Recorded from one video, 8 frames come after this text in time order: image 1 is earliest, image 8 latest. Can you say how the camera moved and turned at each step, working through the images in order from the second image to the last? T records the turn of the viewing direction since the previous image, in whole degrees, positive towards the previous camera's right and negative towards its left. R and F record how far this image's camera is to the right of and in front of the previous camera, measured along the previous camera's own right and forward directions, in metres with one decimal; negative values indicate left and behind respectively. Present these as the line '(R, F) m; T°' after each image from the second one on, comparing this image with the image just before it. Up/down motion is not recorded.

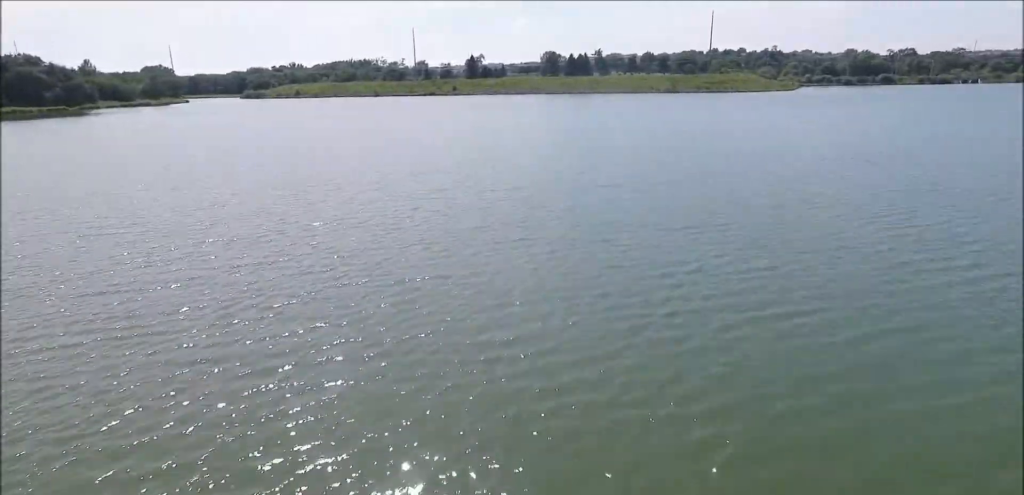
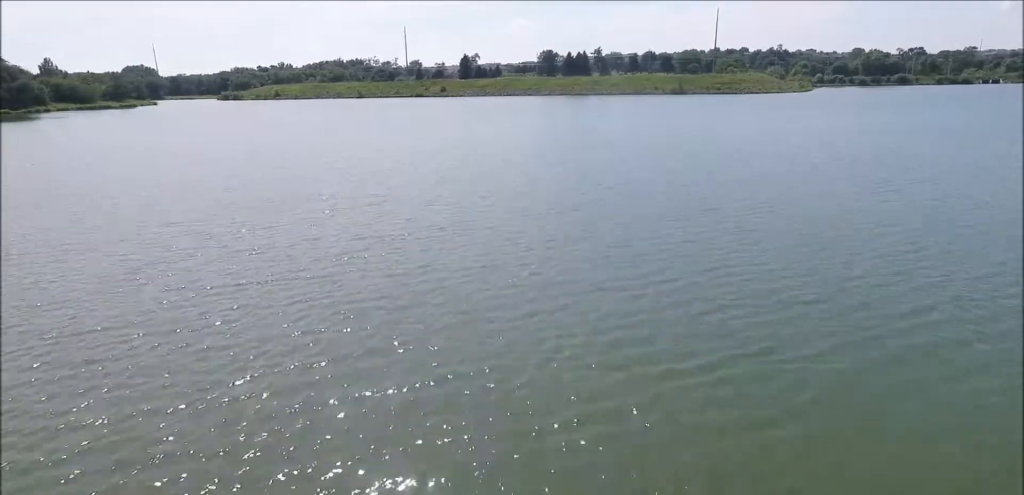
(-0.1, +17.5) m; -1°
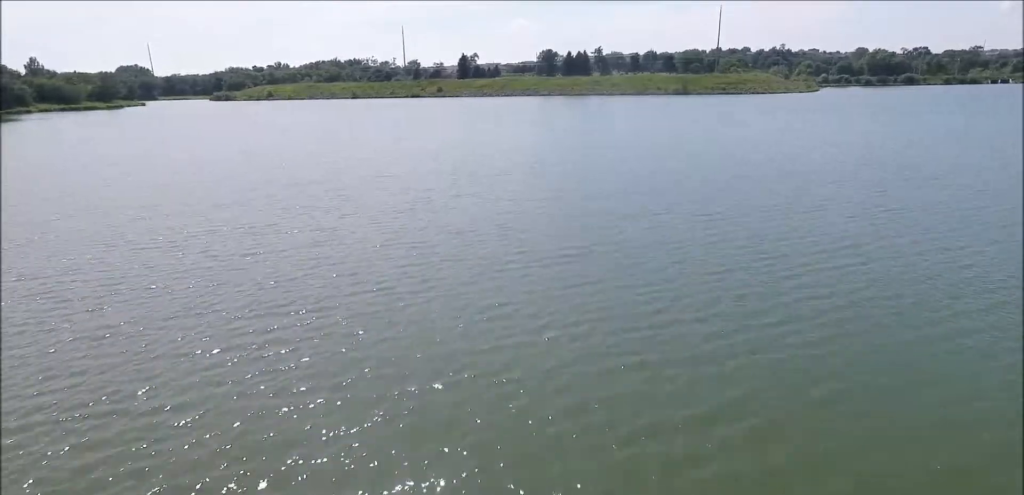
(0.0, +6.8) m; 0°
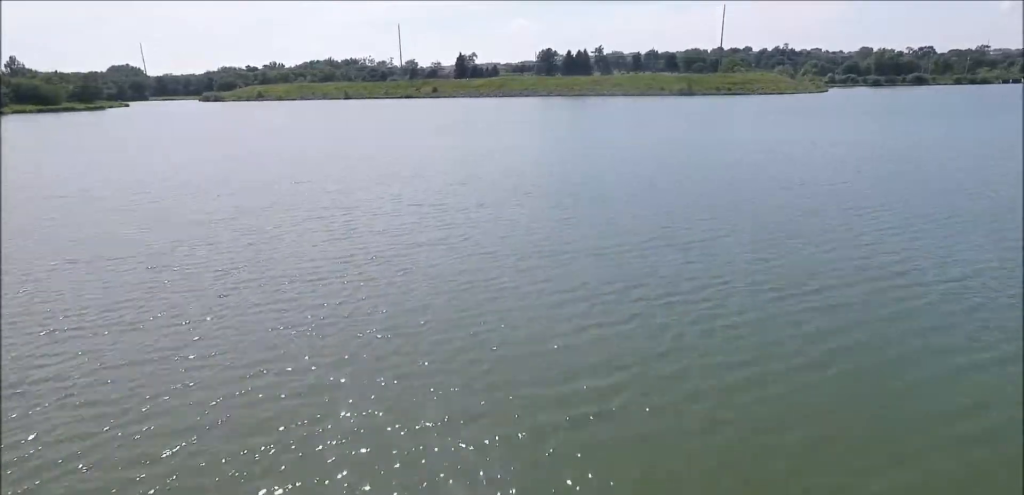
(0.0, +8.5) m; 0°
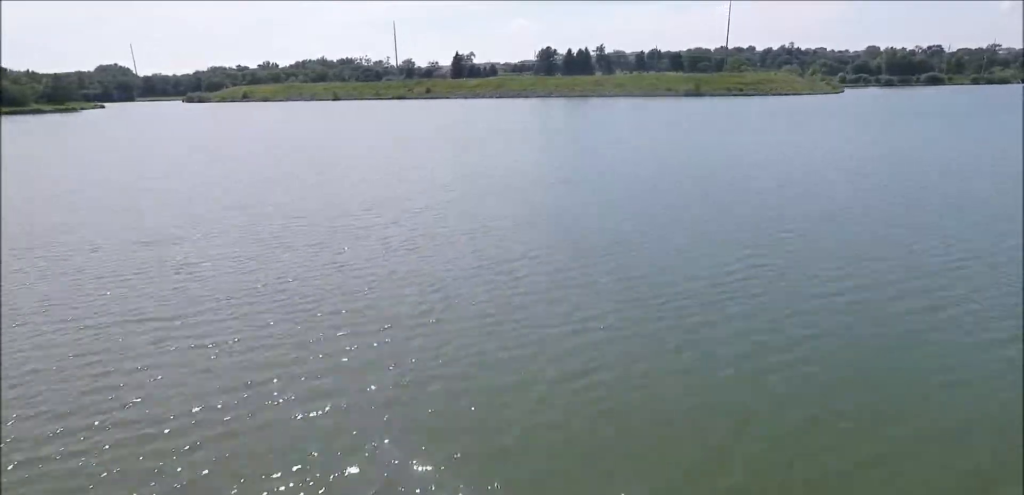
(-0.1, +11.6) m; 0°
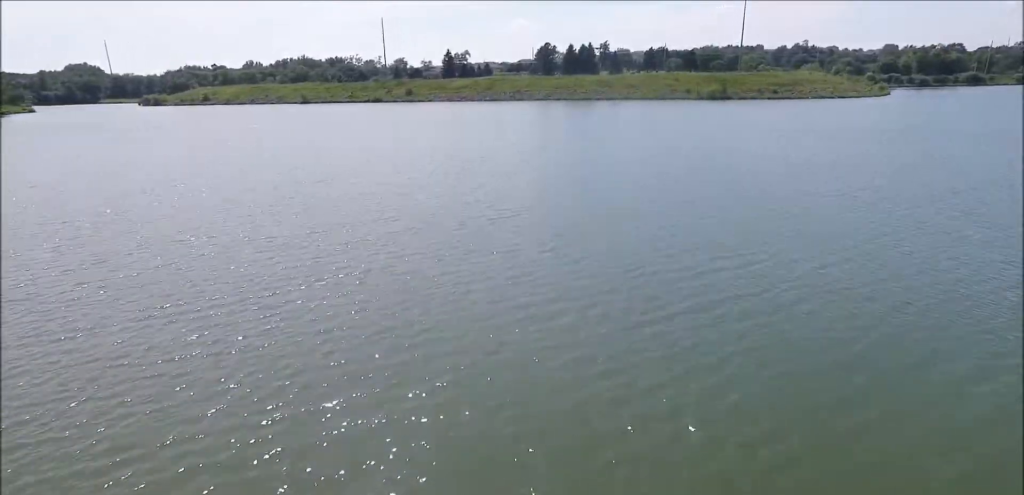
(-0.1, +27.0) m; 0°
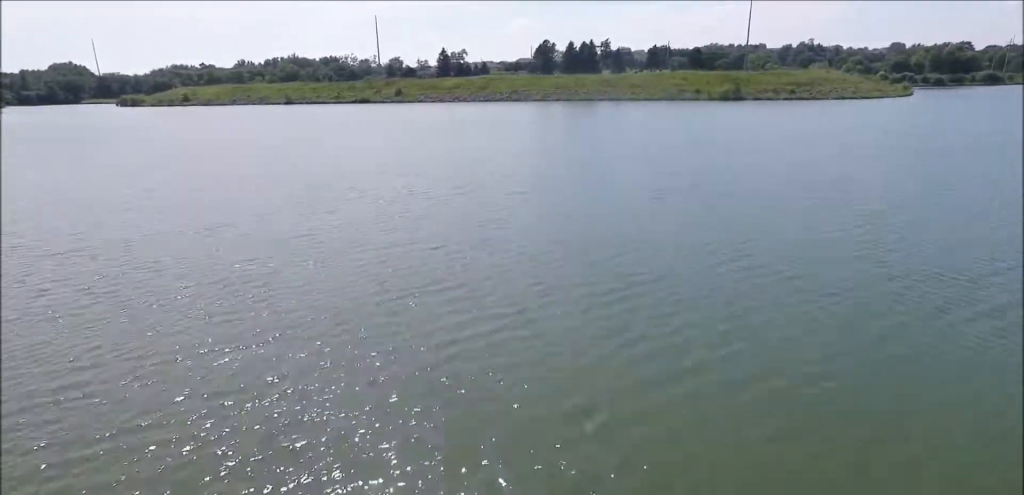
(+0.1, +10.3) m; +1°
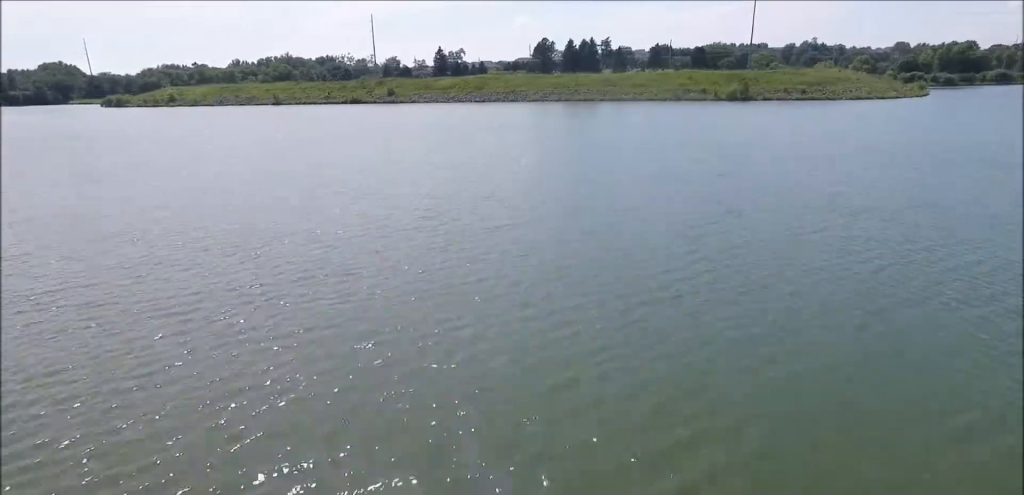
(0.0, +6.2) m; 0°
